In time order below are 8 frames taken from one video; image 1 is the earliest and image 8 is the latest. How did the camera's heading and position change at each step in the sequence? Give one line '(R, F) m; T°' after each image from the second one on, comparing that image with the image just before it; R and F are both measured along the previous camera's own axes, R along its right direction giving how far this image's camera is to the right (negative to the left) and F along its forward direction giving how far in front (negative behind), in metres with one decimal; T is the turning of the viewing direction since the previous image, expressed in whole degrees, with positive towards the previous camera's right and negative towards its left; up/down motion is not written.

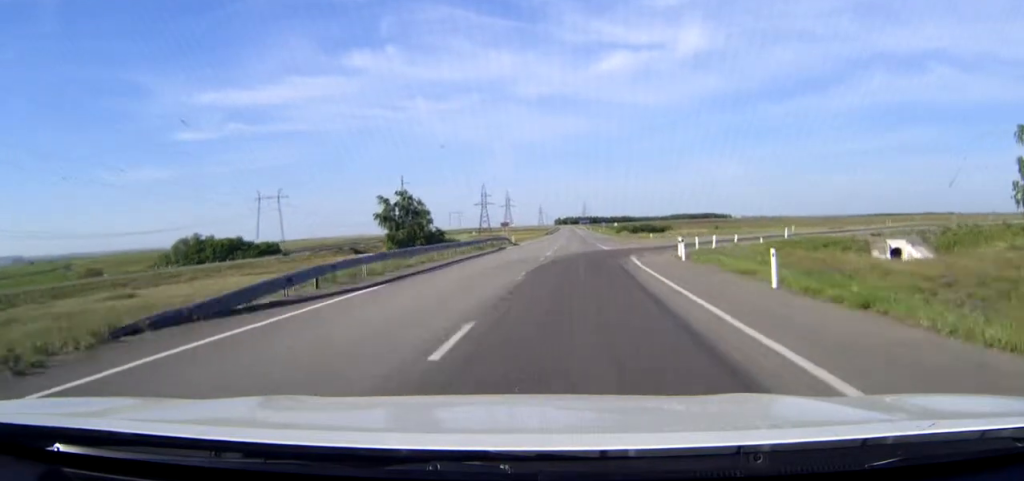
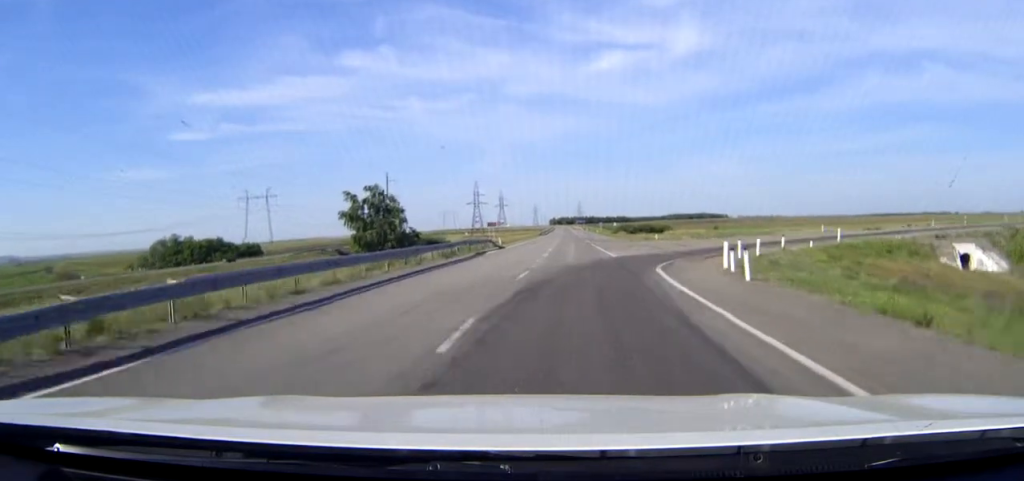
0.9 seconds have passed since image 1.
(+0.1, +11.3) m; +1°
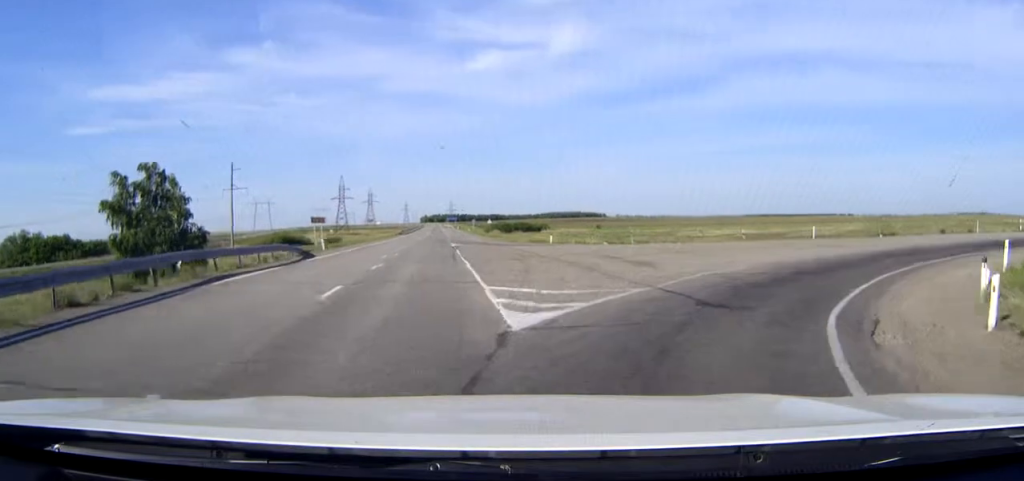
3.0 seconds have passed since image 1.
(+2.0, +24.2) m; +17°
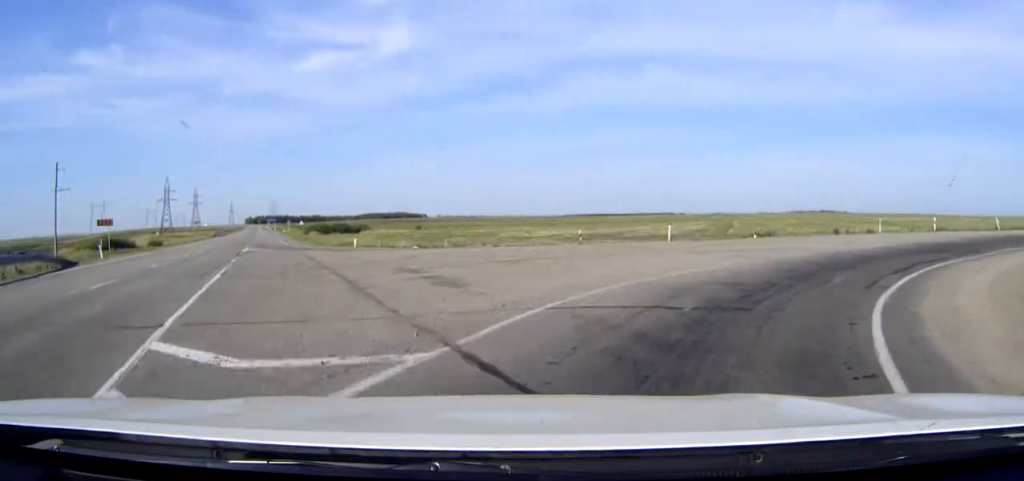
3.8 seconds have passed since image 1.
(+0.8, +7.9) m; +14°
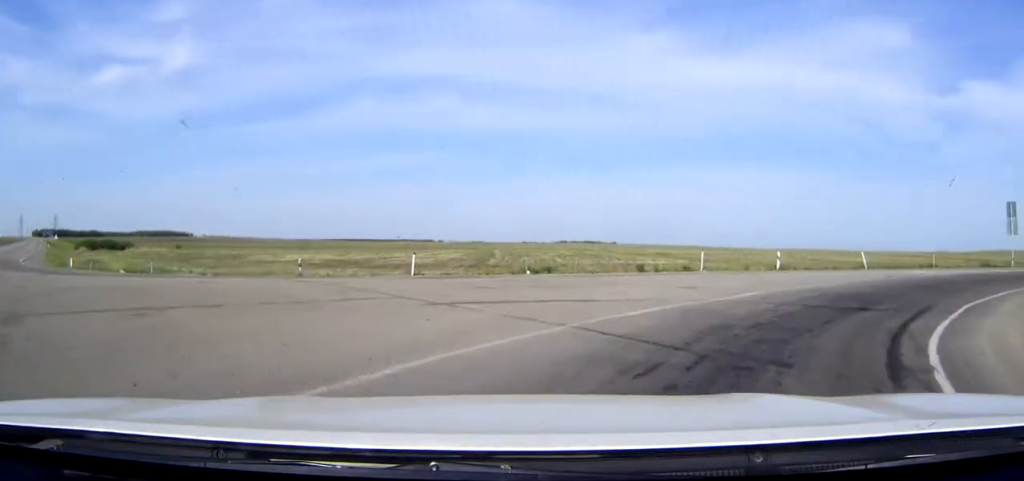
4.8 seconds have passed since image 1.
(+1.5, +9.1) m; +20°
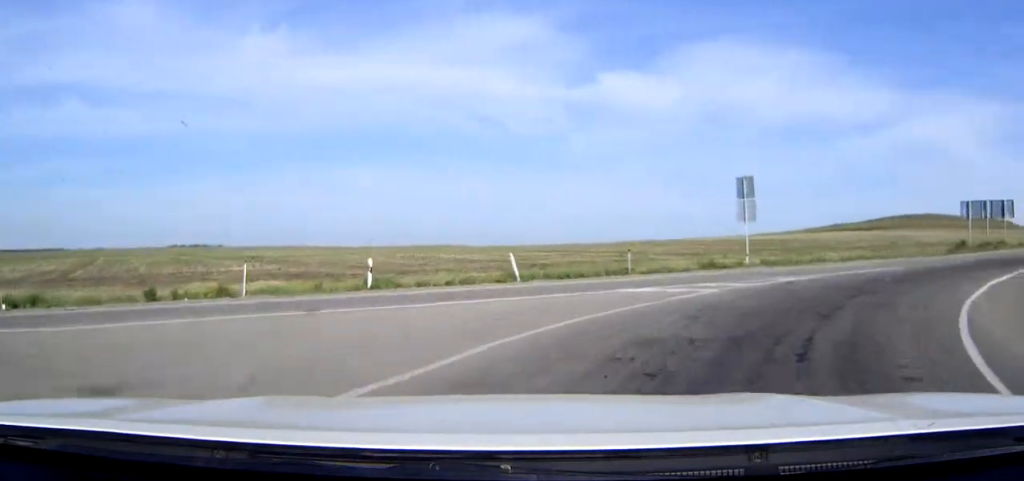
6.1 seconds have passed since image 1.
(+3.0, +11.5) m; +30°
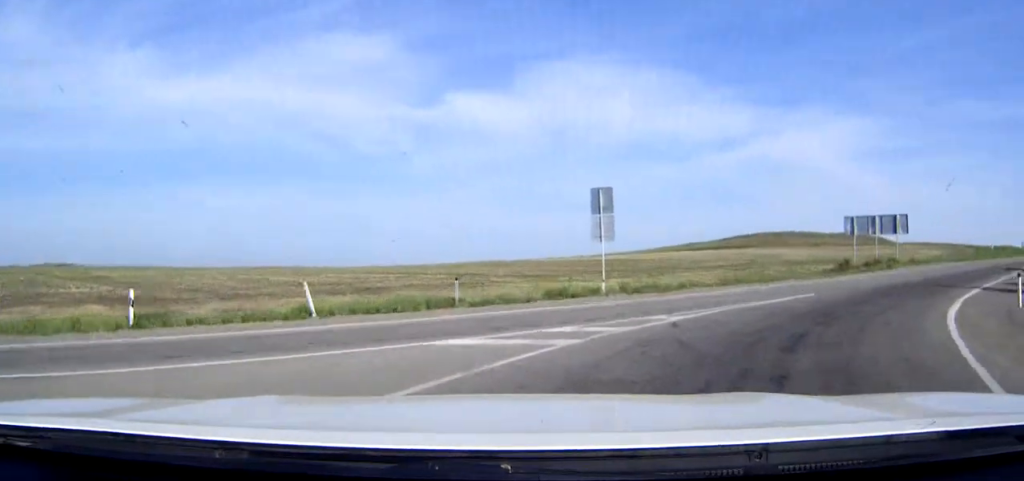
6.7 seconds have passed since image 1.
(+0.6, +4.7) m; +11°
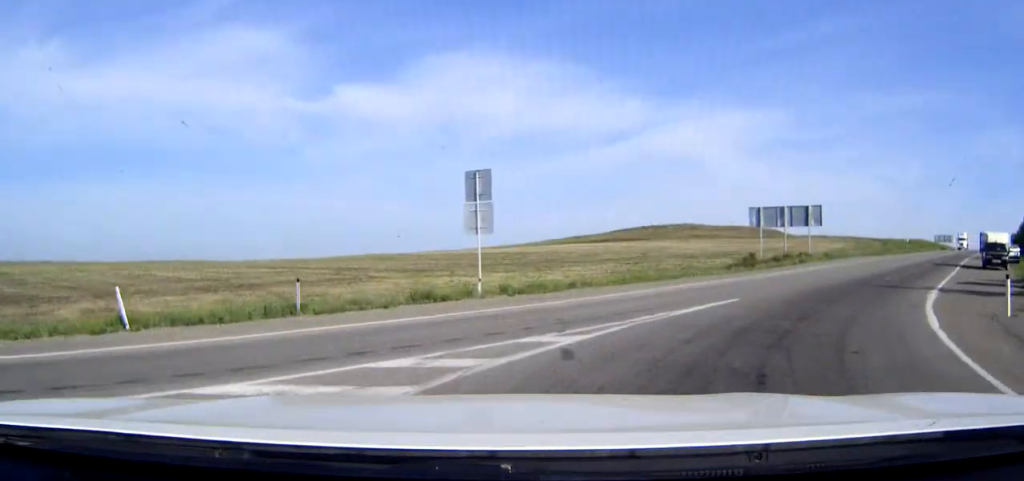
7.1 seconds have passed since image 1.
(+0.2, +3.7) m; +8°
